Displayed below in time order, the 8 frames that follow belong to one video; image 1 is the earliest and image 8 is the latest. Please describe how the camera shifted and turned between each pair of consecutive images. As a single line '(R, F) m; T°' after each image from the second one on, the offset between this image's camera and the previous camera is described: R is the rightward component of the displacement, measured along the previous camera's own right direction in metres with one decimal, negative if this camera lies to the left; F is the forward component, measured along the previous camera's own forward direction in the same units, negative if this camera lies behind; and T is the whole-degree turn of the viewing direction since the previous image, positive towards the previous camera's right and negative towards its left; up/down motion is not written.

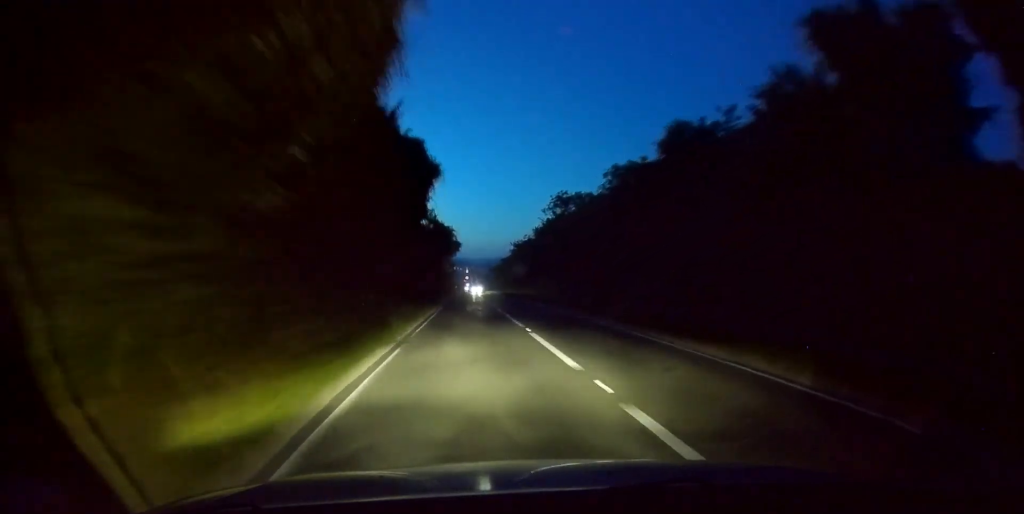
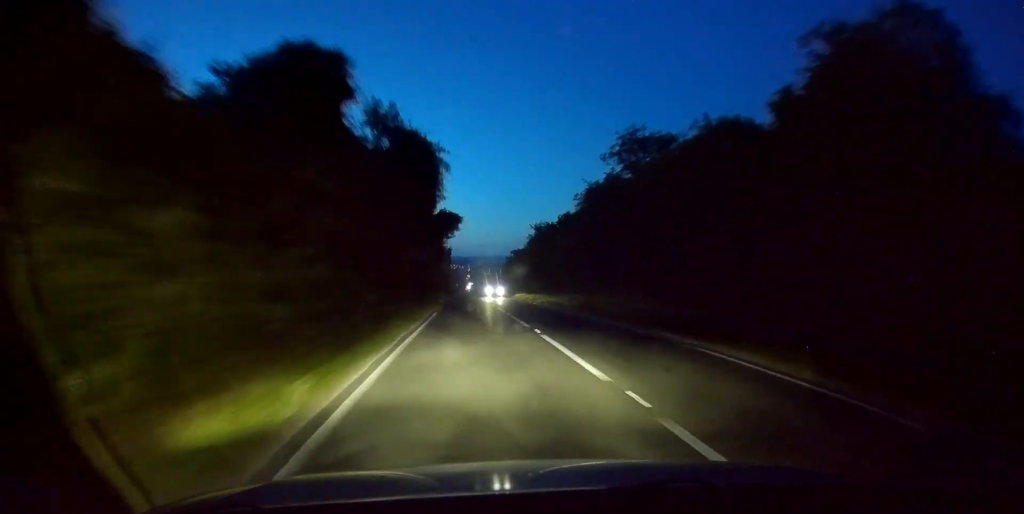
(-0.2, +30.9) m; 0°
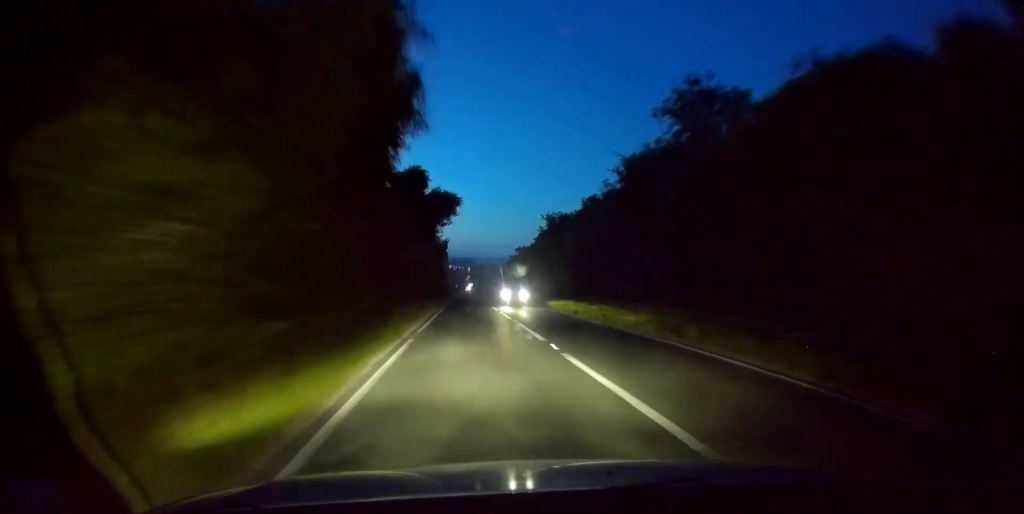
(+0.1, +12.2) m; 0°
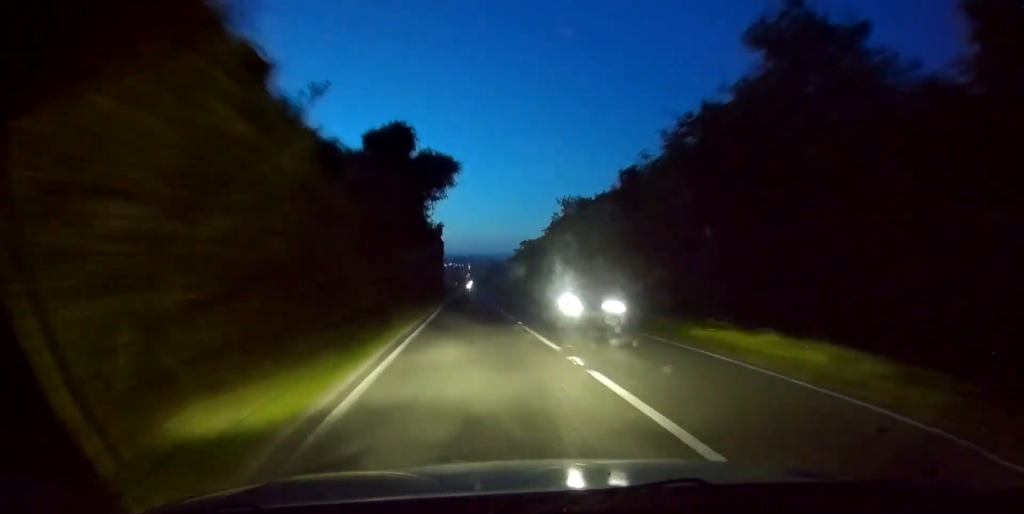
(+0.2, +11.4) m; 0°
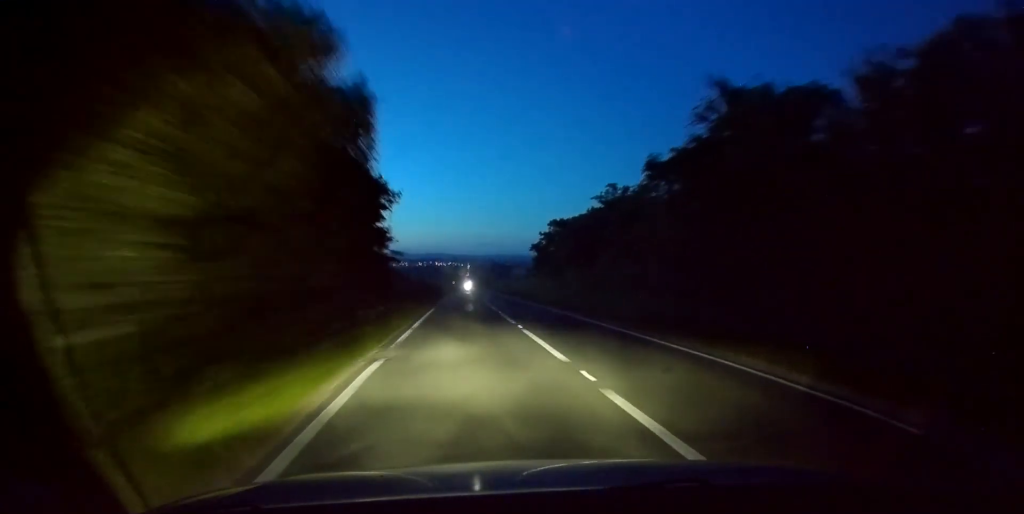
(-0.1, +38.4) m; 0°
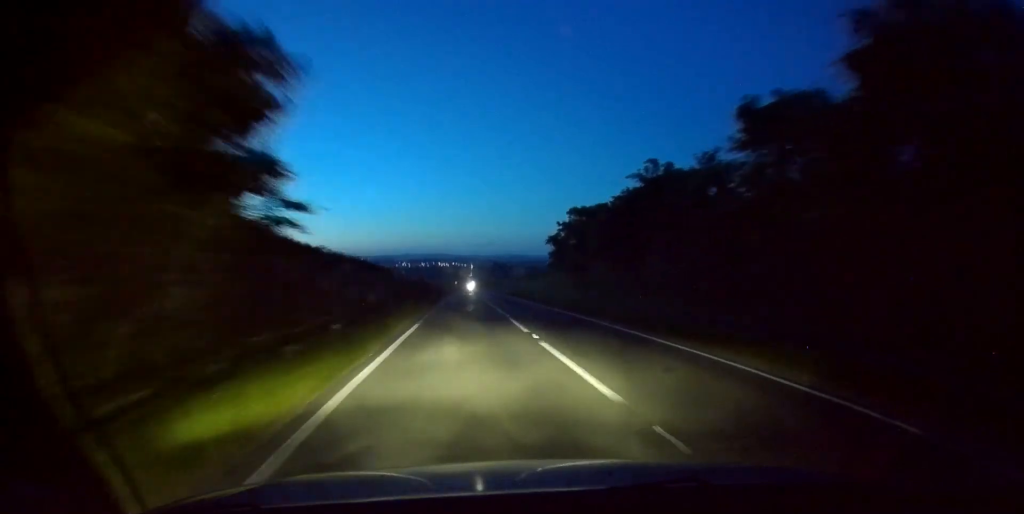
(+0.4, +12.2) m; 0°
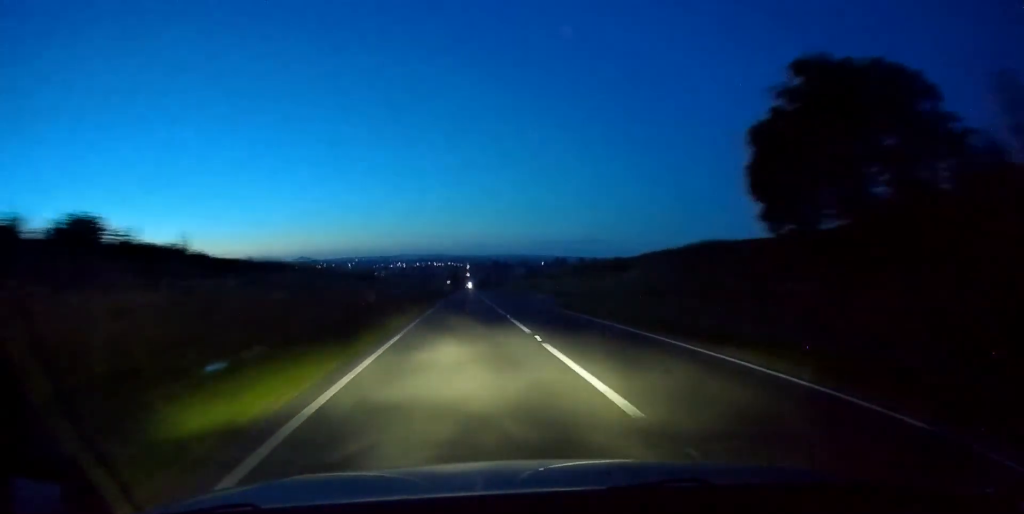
(-0.5, +45.3) m; 0°
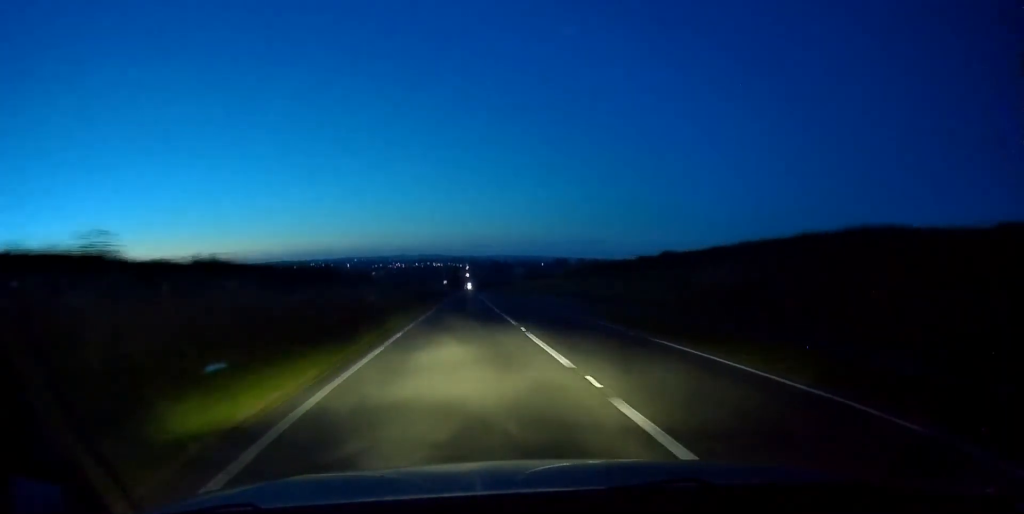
(0.0, +14.6) m; 0°
